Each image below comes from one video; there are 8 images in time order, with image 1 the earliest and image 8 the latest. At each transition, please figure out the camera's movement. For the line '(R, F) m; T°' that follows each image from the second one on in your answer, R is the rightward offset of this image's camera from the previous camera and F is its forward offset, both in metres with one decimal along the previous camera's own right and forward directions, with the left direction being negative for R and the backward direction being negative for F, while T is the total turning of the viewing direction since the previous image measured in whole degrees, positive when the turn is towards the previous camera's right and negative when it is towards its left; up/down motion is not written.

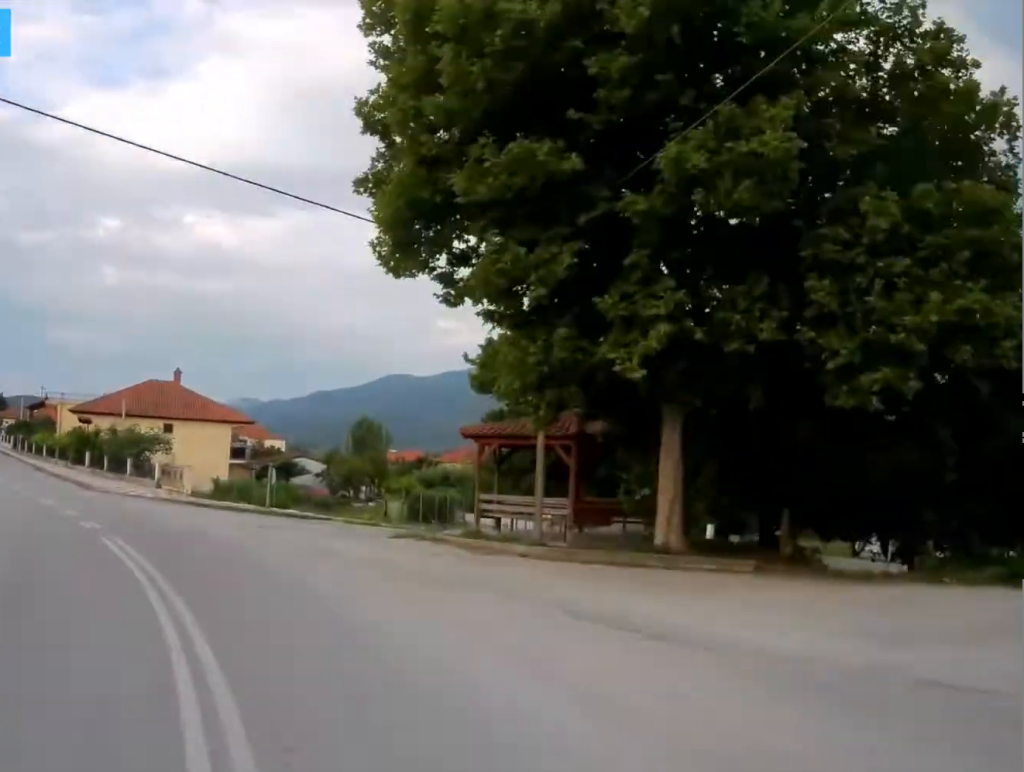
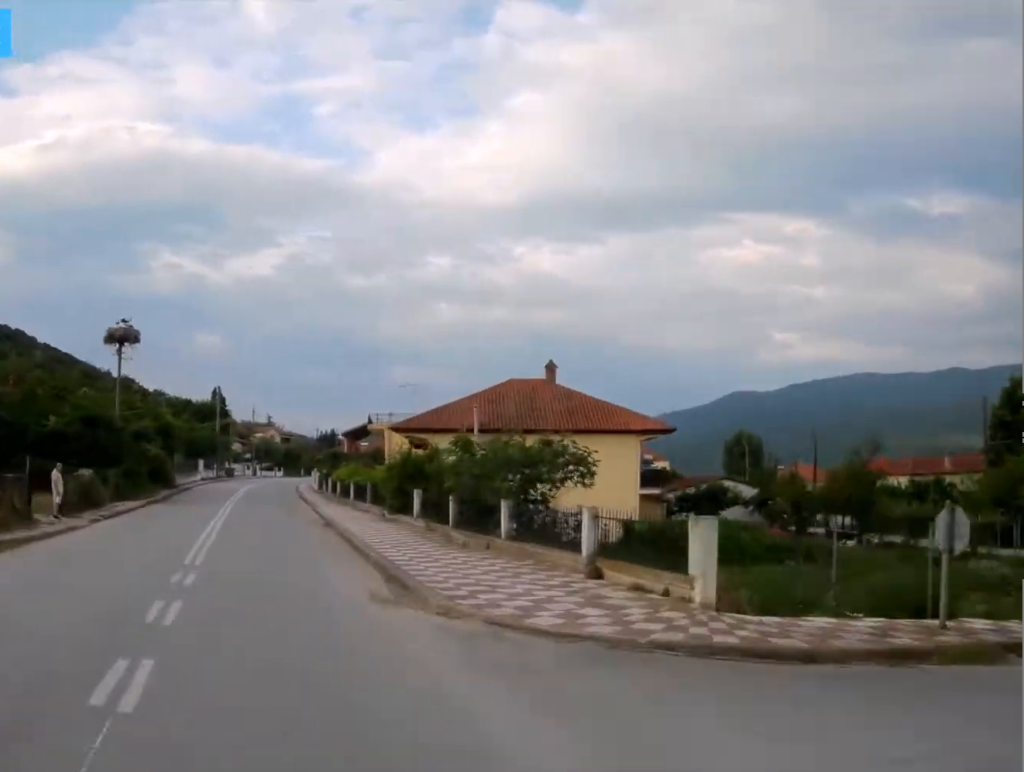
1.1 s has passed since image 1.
(-4.4, +24.3) m; -20°
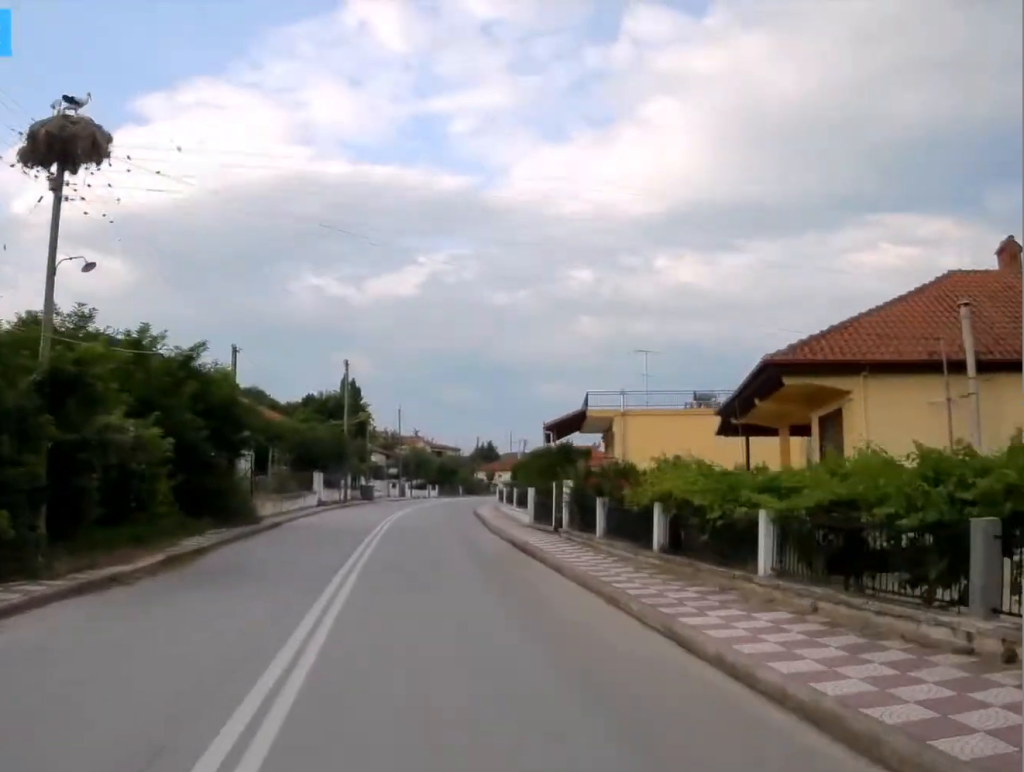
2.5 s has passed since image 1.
(-4.5, +27.2) m; -11°
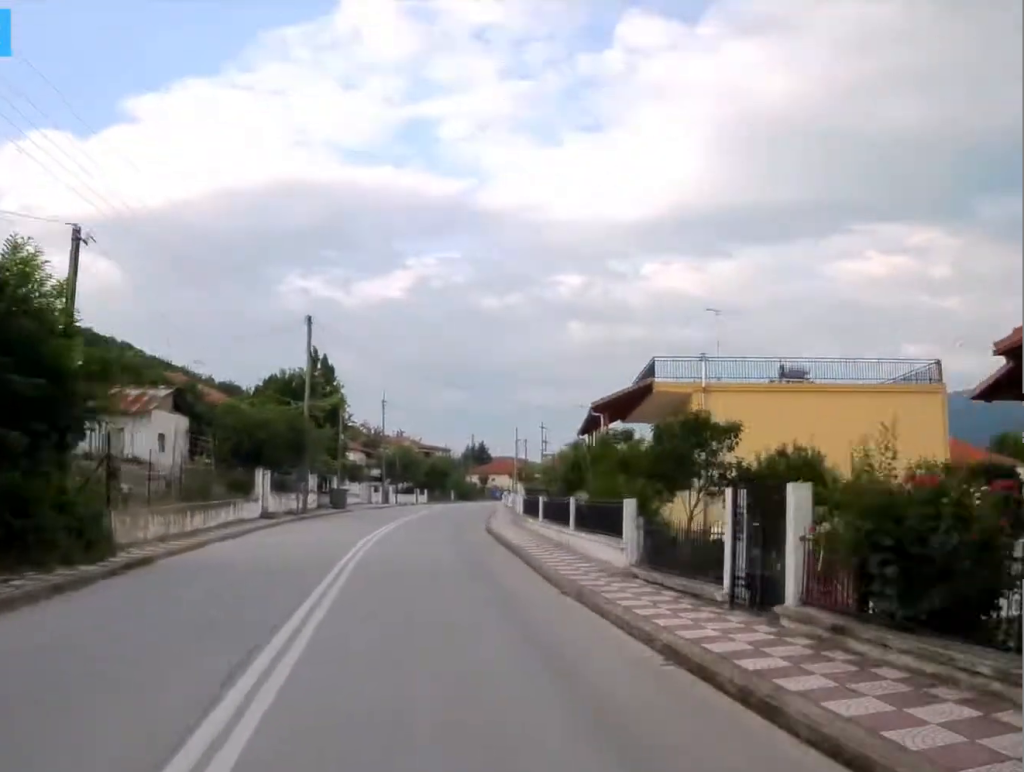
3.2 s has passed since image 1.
(+0.2, +12.5) m; +2°
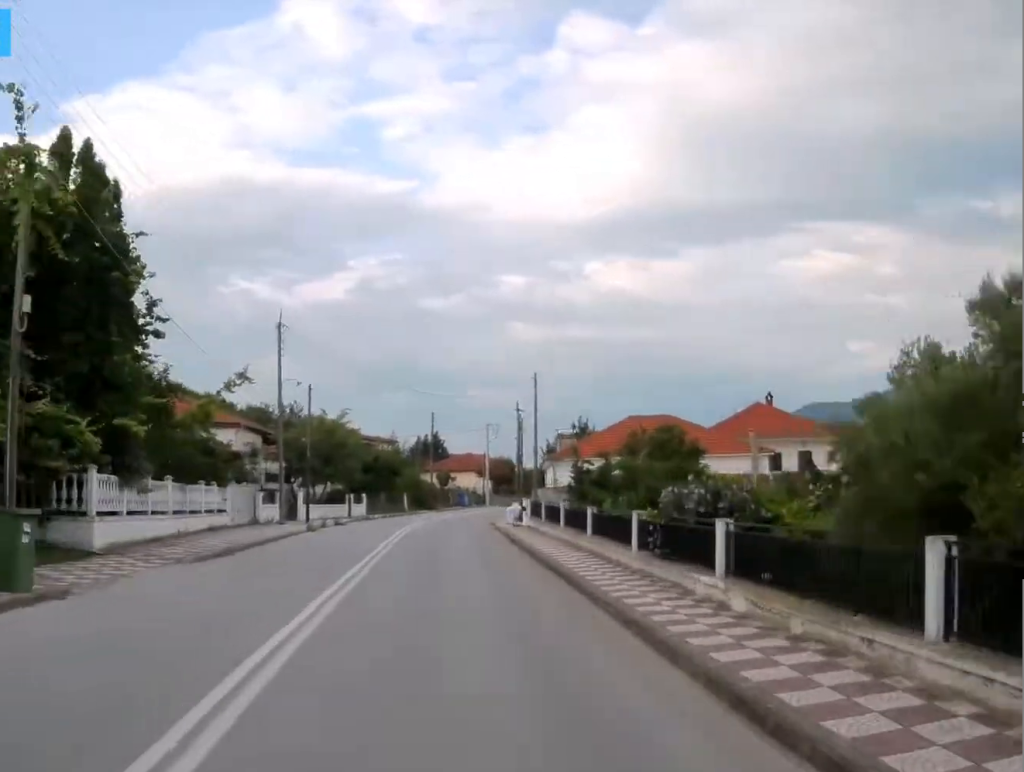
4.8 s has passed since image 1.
(+1.4, +31.8) m; +4°
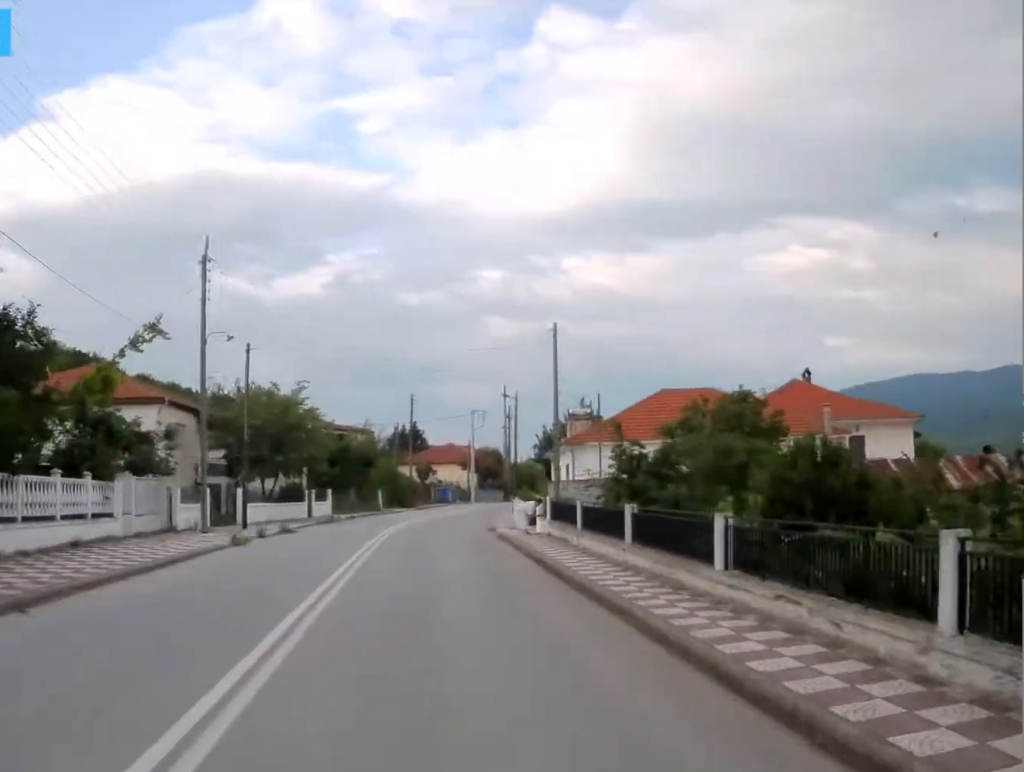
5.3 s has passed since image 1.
(+0.1, +10.4) m; +1°
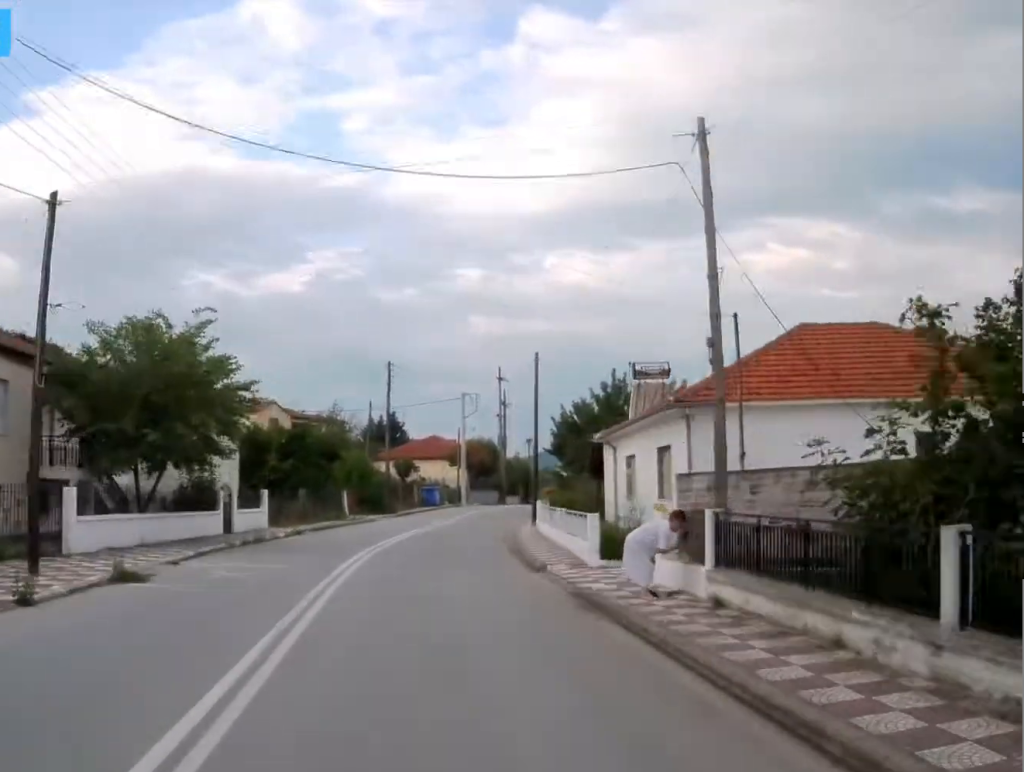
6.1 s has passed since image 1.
(+0.3, +16.2) m; +2°
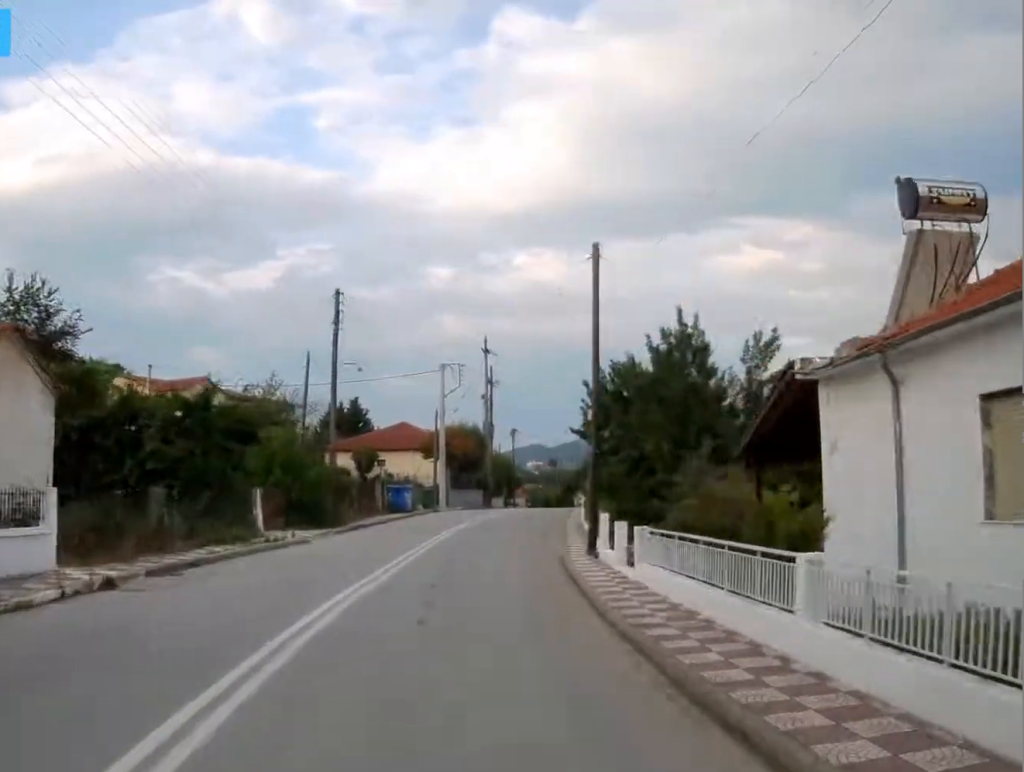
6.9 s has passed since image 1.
(+0.4, +18.3) m; +3°
